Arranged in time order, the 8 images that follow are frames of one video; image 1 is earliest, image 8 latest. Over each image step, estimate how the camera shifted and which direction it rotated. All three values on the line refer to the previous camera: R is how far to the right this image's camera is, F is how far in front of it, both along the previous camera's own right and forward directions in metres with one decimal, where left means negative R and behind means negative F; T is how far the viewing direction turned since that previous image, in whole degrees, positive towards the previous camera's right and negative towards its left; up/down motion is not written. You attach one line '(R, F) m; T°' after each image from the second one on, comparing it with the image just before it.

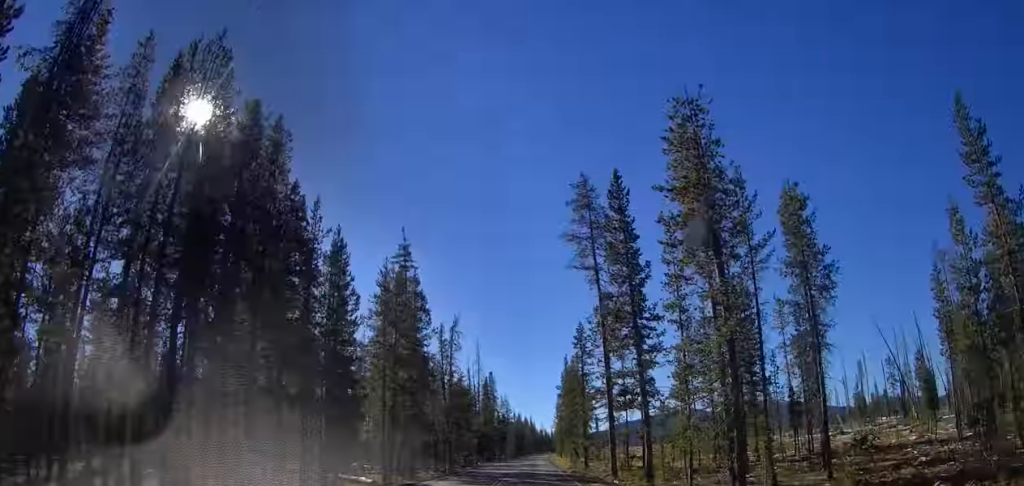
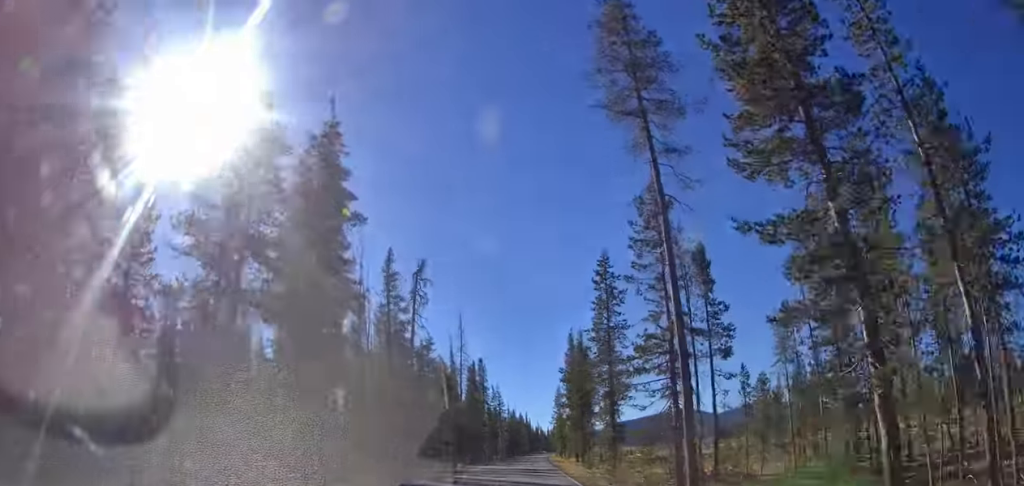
(+0.5, +21.0) m; +2°
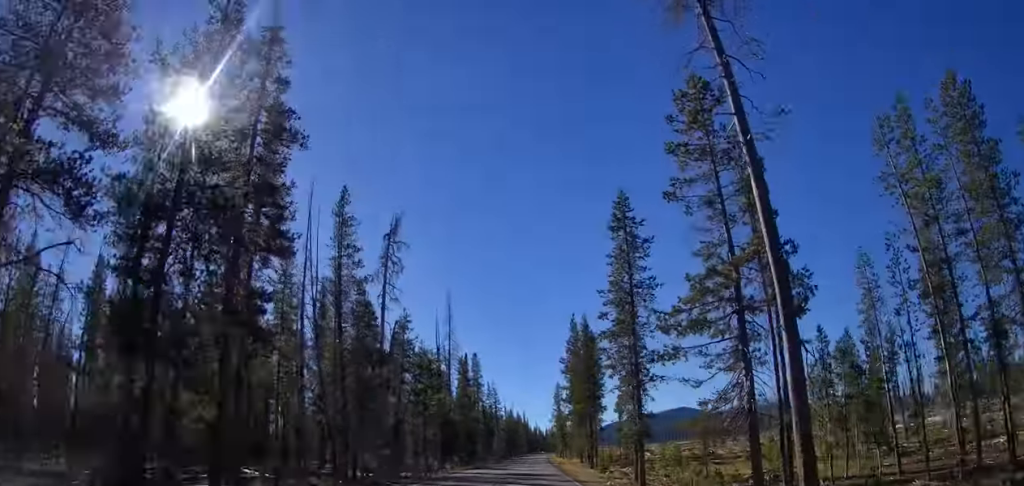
(+0.1, +9.1) m; 0°
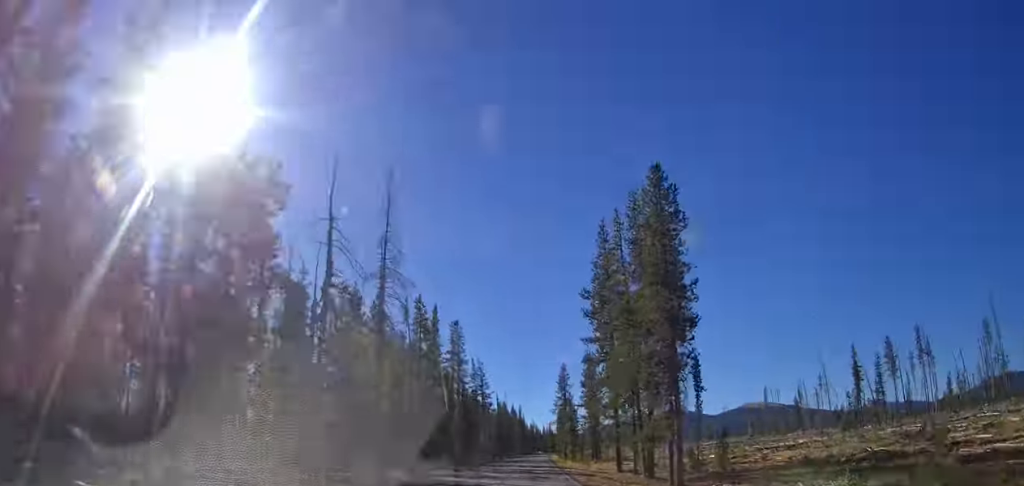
(+0.3, +31.9) m; 0°
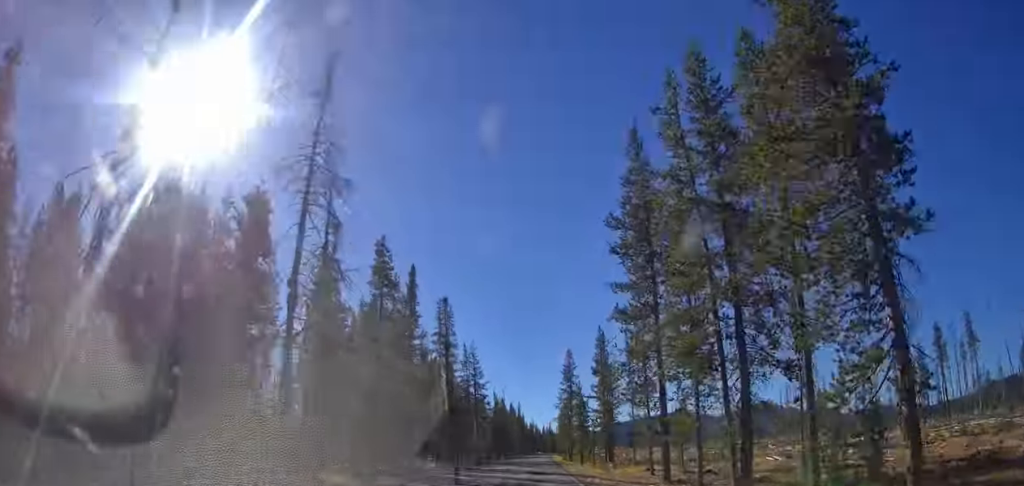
(-0.3, +14.3) m; 0°
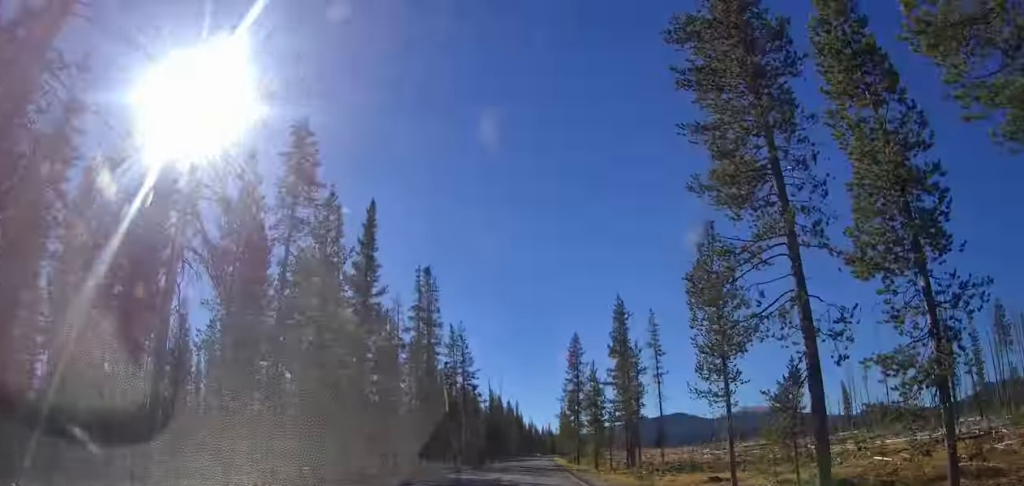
(0.0, +15.0) m; 0°
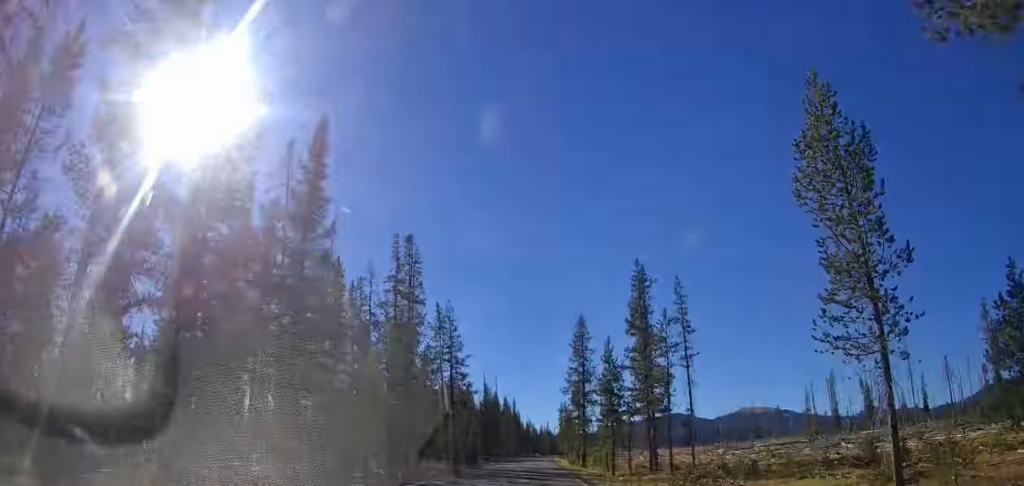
(+0.1, +10.7) m; 0°
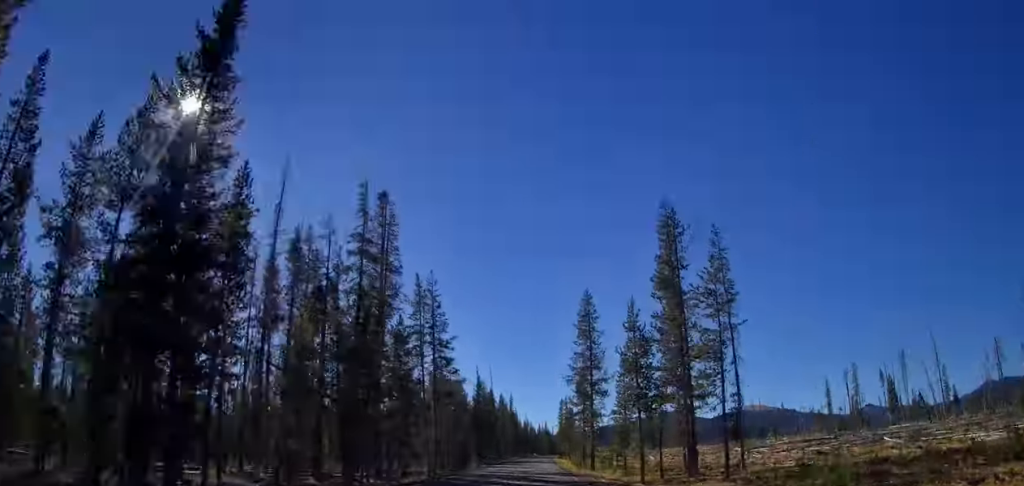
(0.0, +10.7) m; 0°
